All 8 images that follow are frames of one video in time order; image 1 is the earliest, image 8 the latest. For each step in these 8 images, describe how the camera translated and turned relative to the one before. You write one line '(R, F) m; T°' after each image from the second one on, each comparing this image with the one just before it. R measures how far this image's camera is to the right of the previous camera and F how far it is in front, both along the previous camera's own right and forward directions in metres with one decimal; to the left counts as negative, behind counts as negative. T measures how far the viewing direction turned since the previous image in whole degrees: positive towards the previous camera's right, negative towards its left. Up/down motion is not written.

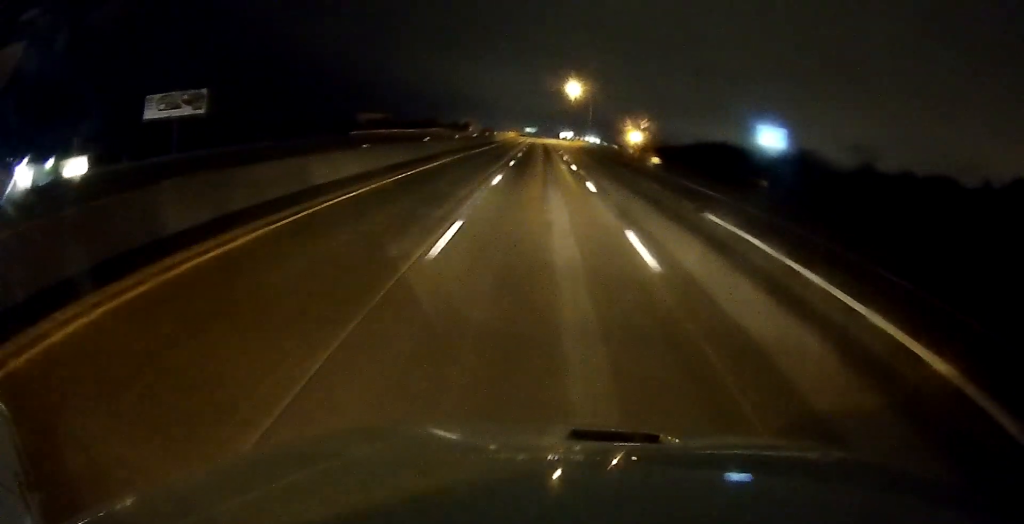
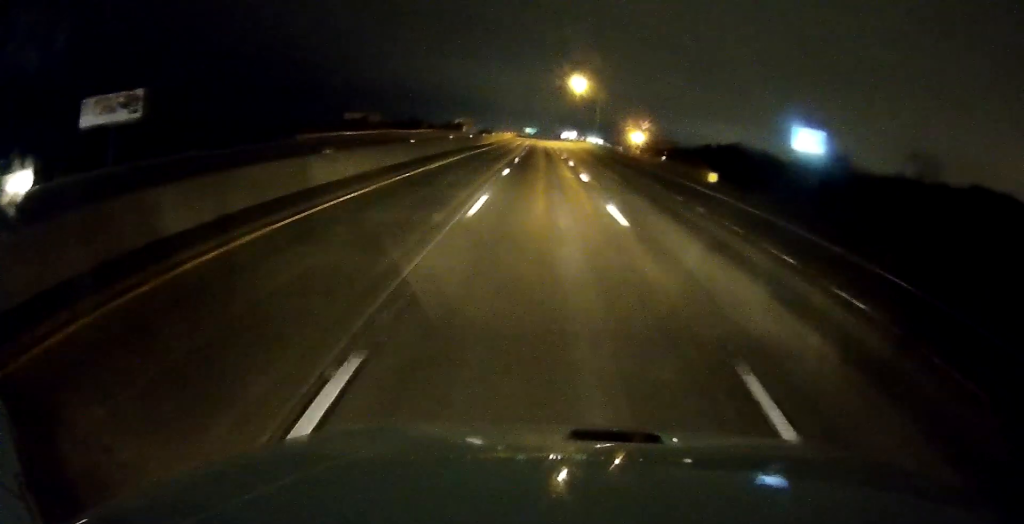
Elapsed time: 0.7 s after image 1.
(+0.3, +19.8) m; 0°
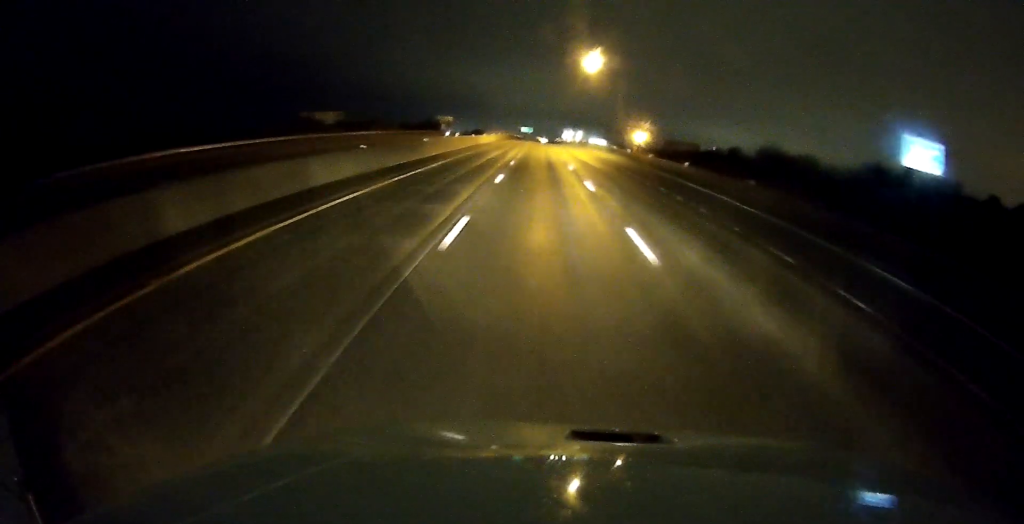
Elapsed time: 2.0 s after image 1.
(-0.4, +40.5) m; 0°
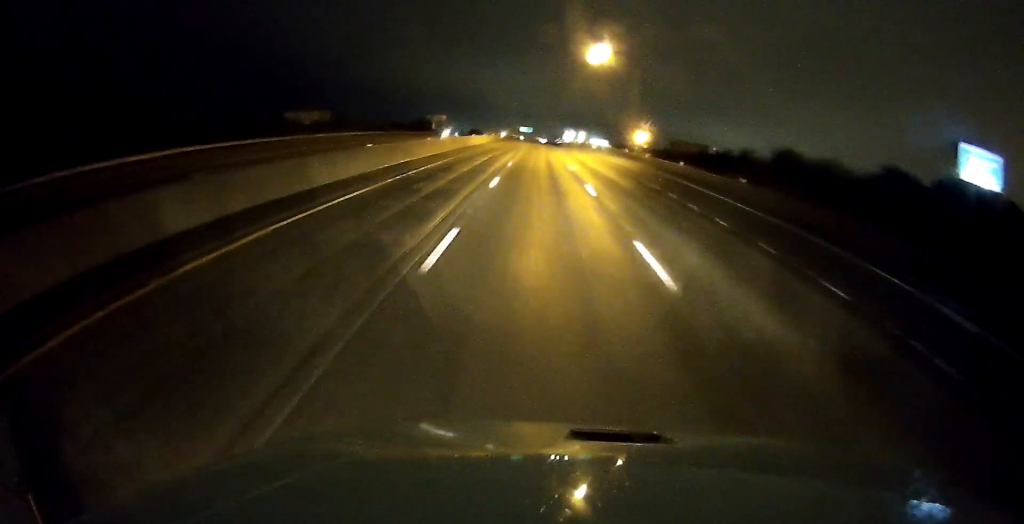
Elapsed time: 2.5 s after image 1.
(+0.2, +13.8) m; +1°
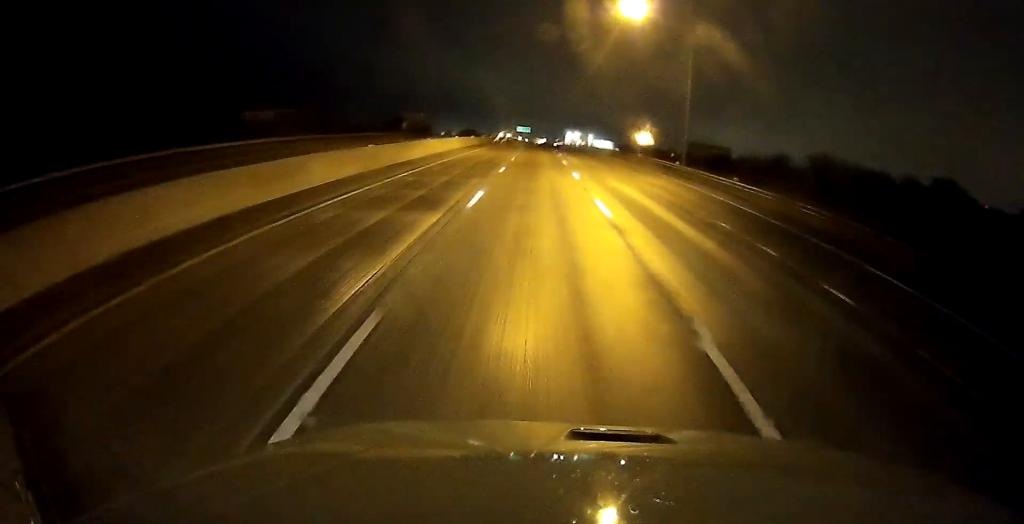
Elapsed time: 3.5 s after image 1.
(+0.4, +29.6) m; 0°
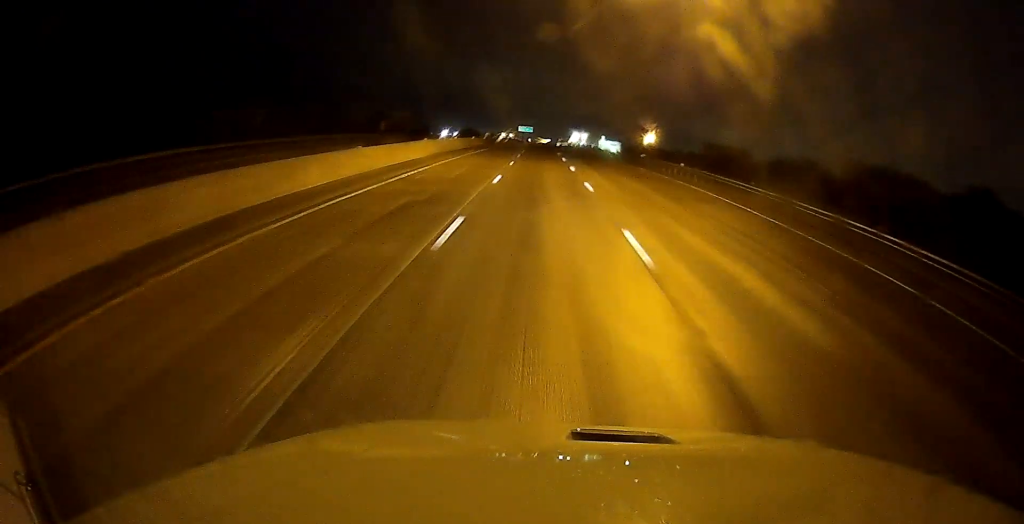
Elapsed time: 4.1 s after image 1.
(+0.2, +17.8) m; -1°
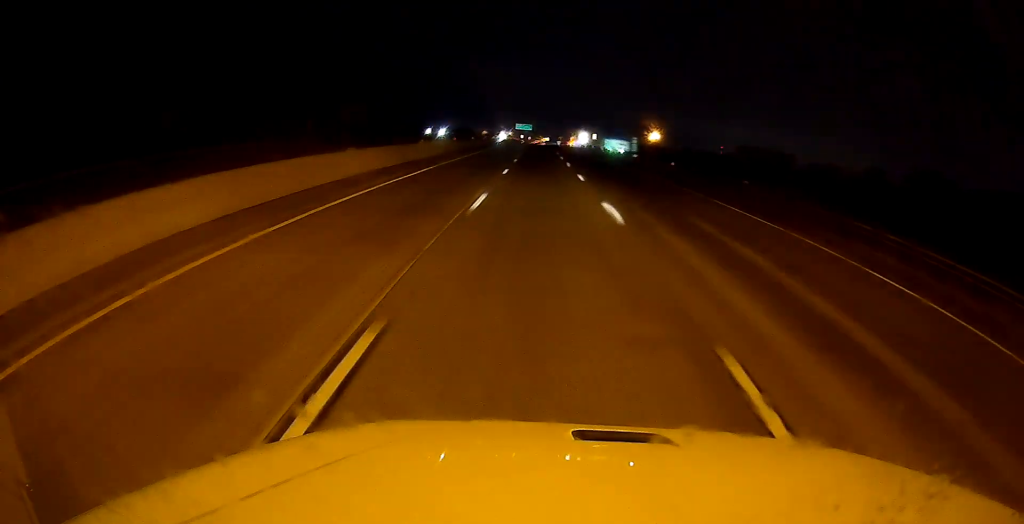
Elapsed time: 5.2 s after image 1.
(-0.7, +31.6) m; 0°
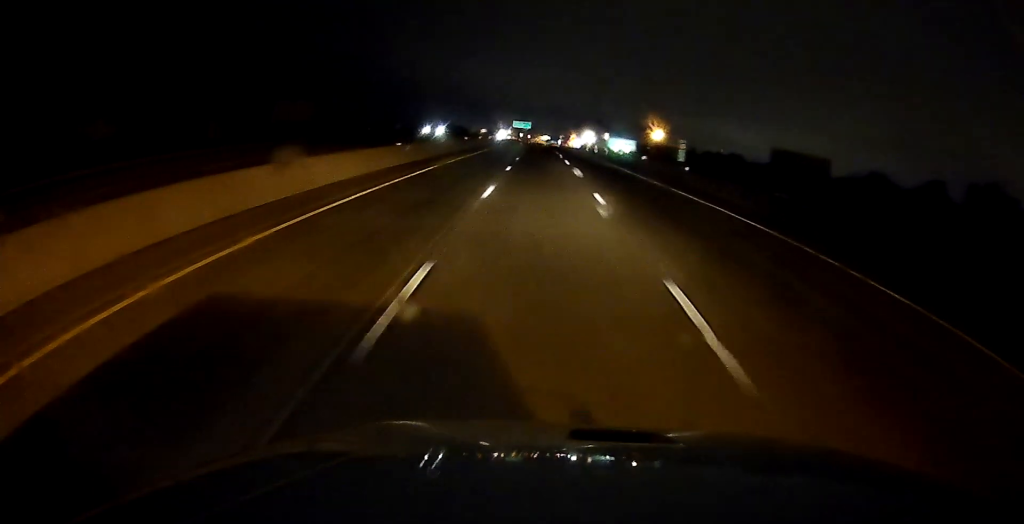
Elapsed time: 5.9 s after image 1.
(+0.5, +21.8) m; +1°
